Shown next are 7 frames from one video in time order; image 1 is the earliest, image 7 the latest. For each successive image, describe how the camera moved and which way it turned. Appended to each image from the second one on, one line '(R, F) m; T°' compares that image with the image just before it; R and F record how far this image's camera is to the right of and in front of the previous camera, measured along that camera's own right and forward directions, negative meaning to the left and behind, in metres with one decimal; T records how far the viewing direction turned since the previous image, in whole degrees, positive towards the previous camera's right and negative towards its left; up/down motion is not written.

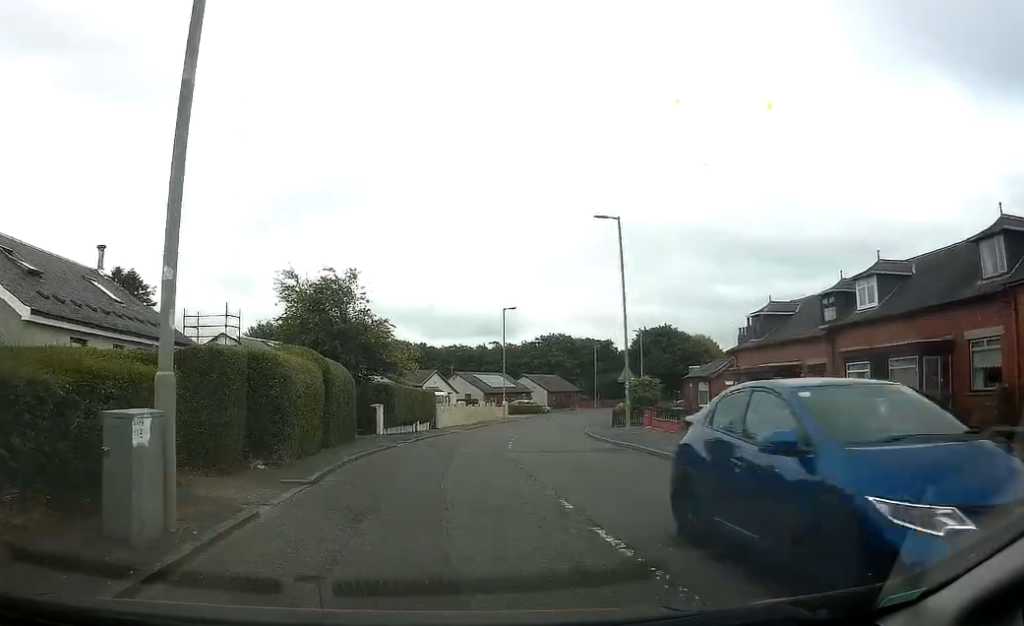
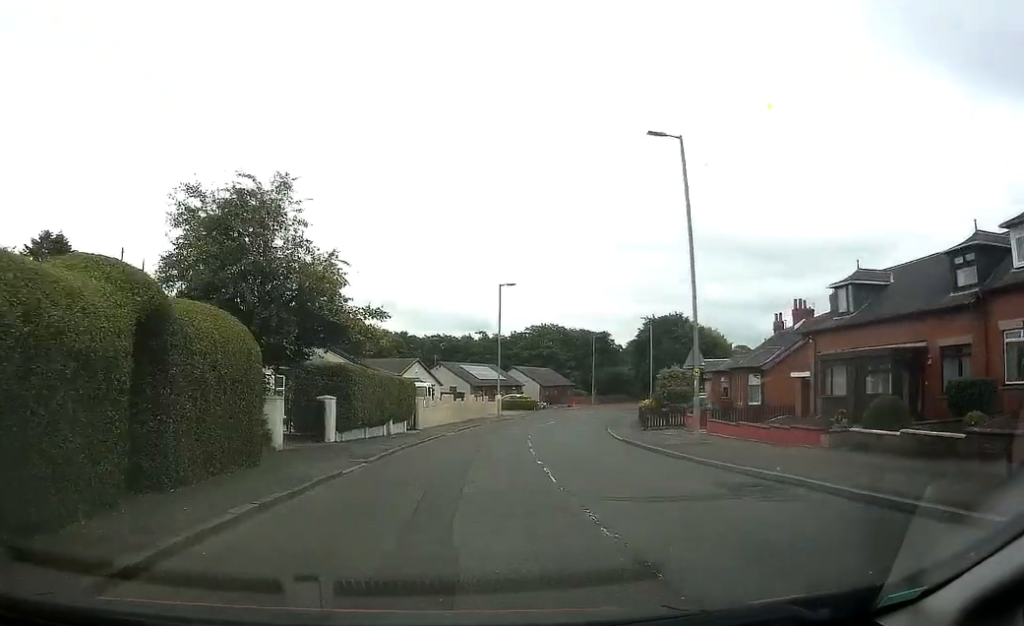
(+0.2, +11.0) m; +2°
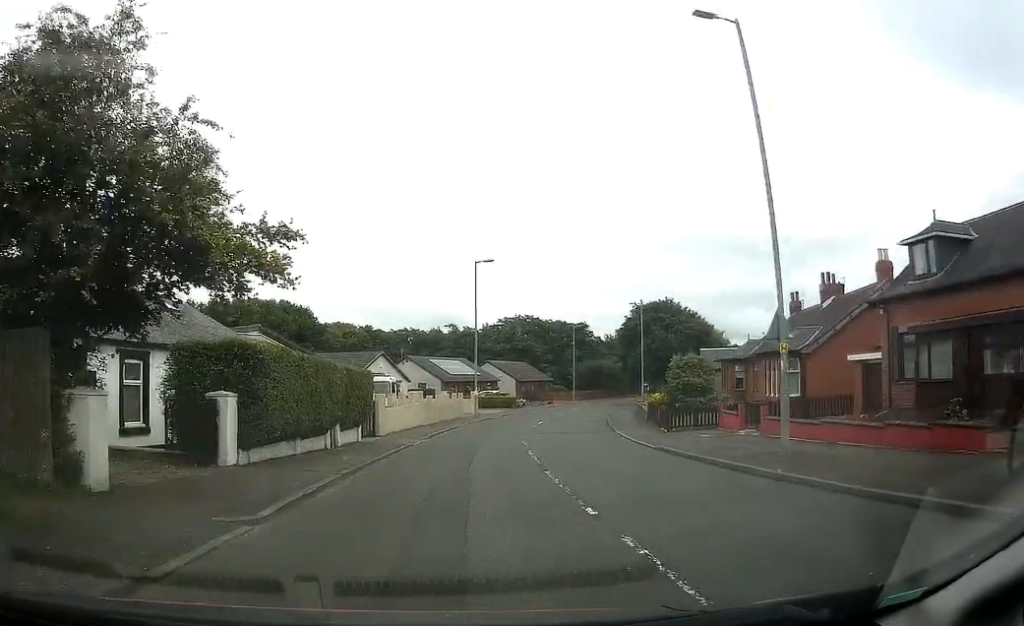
(+0.2, +7.6) m; +2°
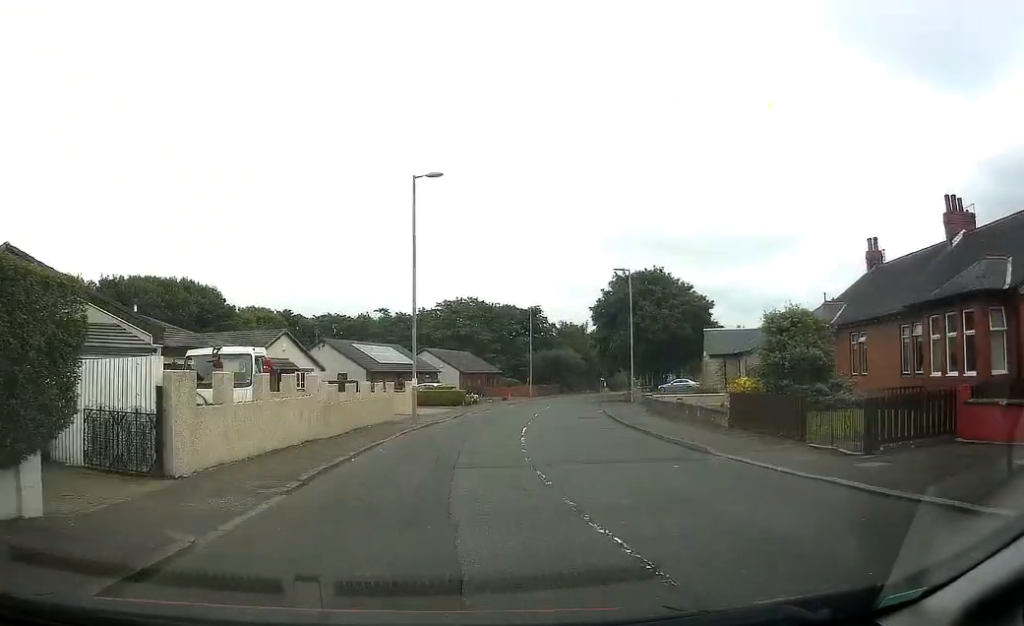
(+0.5, +17.1) m; +5°
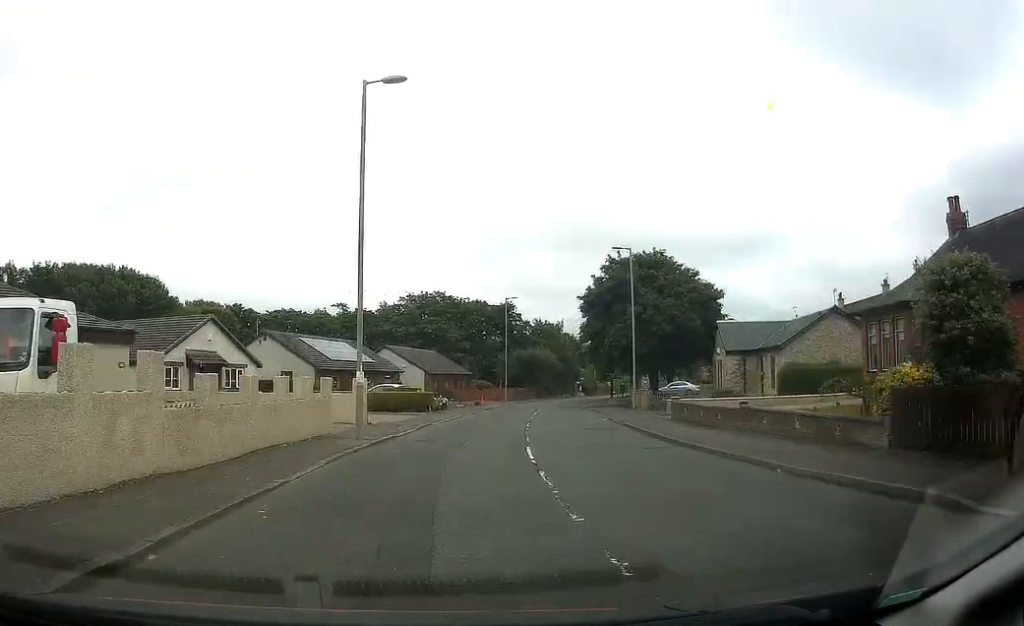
(+0.3, +9.2) m; +4°
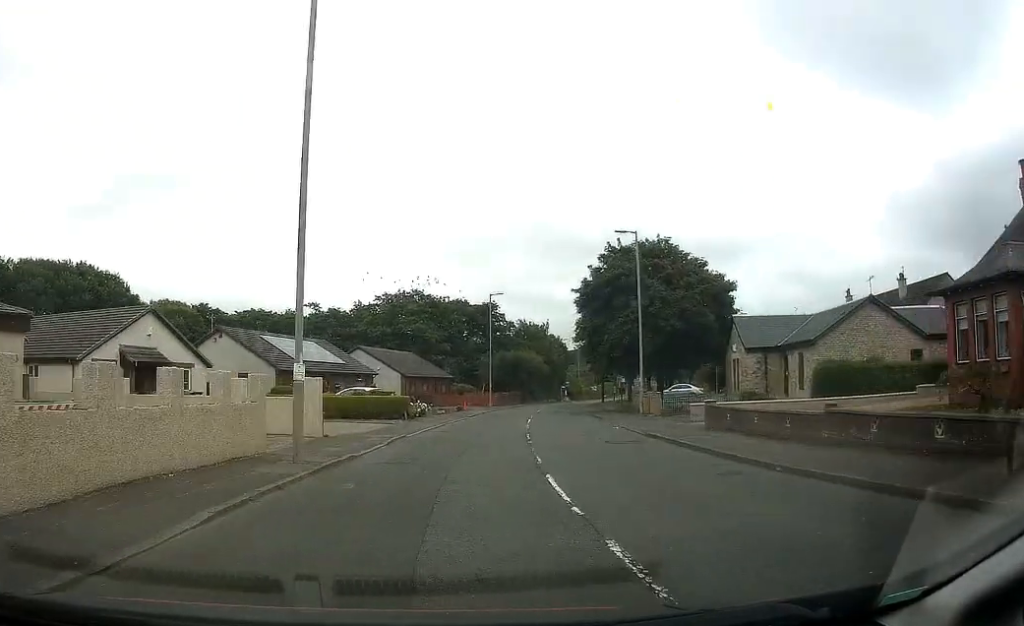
(0.0, +5.6) m; +2°
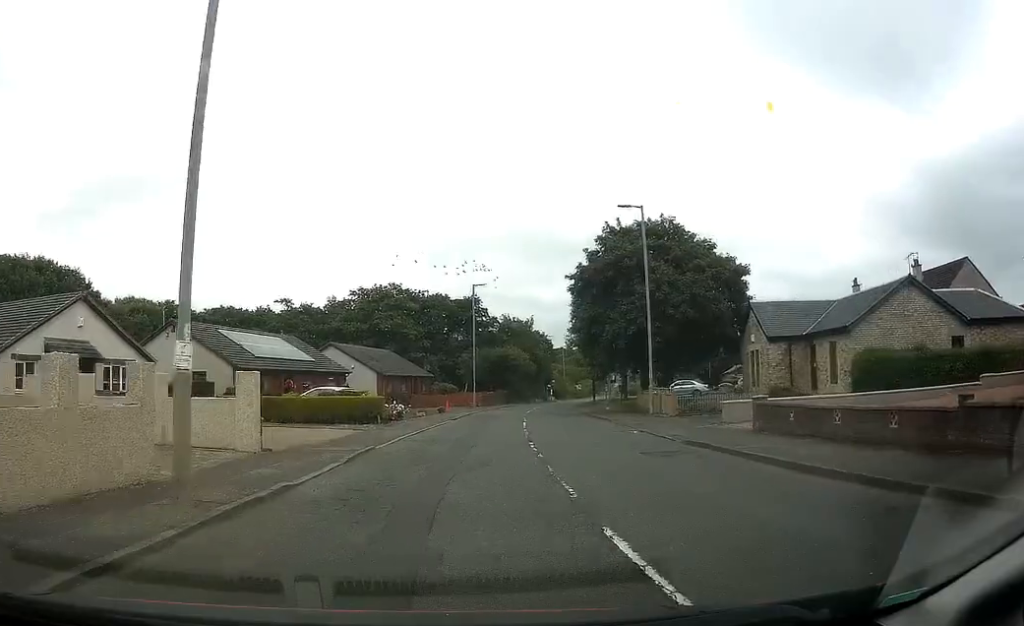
(+0.2, +5.2) m; +1°
